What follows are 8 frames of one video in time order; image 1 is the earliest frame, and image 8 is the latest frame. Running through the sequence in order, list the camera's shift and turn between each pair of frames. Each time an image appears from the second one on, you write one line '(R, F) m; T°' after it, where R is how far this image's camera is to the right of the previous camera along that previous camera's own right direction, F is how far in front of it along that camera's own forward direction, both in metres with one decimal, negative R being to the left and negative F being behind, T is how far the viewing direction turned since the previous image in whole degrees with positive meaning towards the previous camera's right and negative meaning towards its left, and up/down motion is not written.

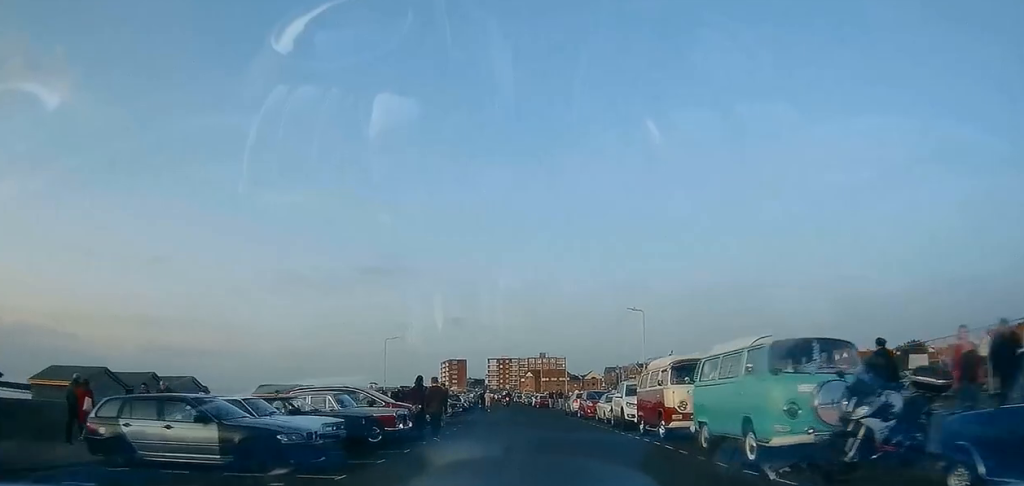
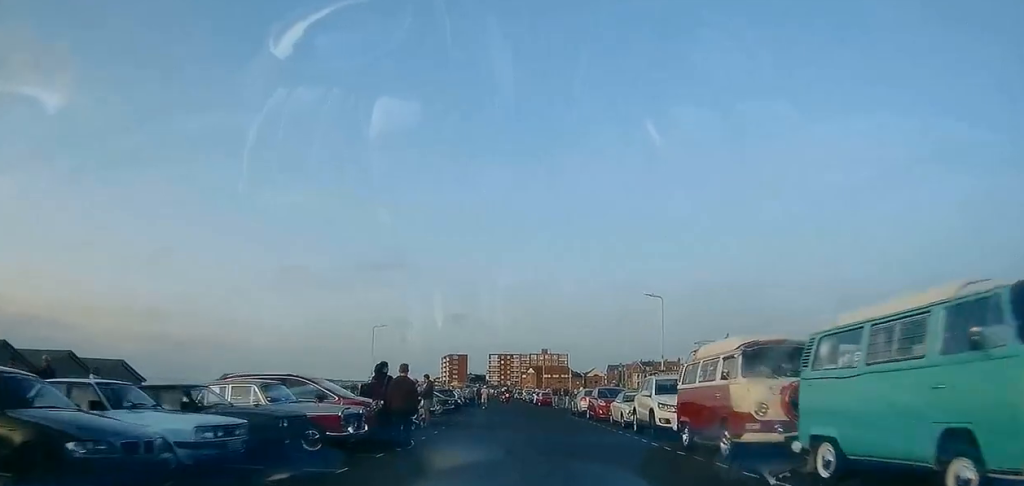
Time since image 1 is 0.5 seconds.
(+0.1, +4.7) m; 0°
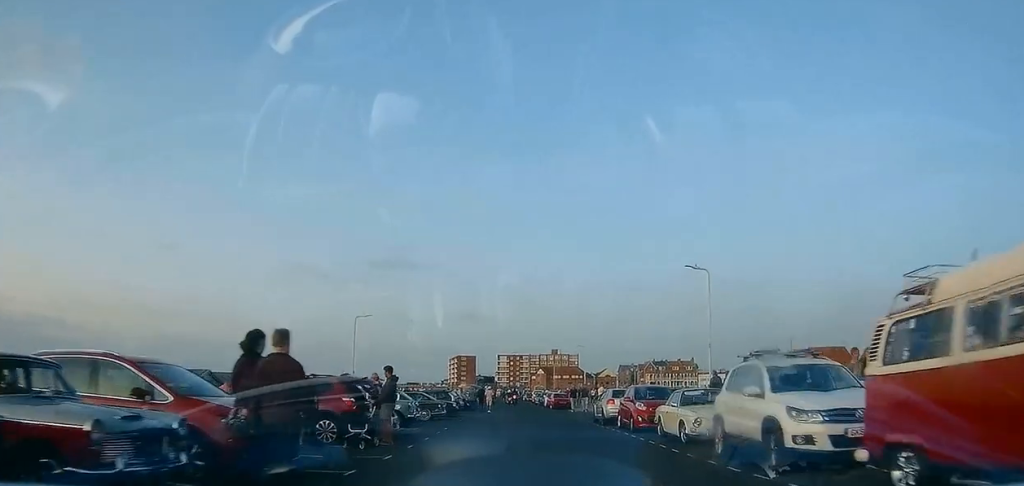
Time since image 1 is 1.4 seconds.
(-0.1, +7.2) m; -1°
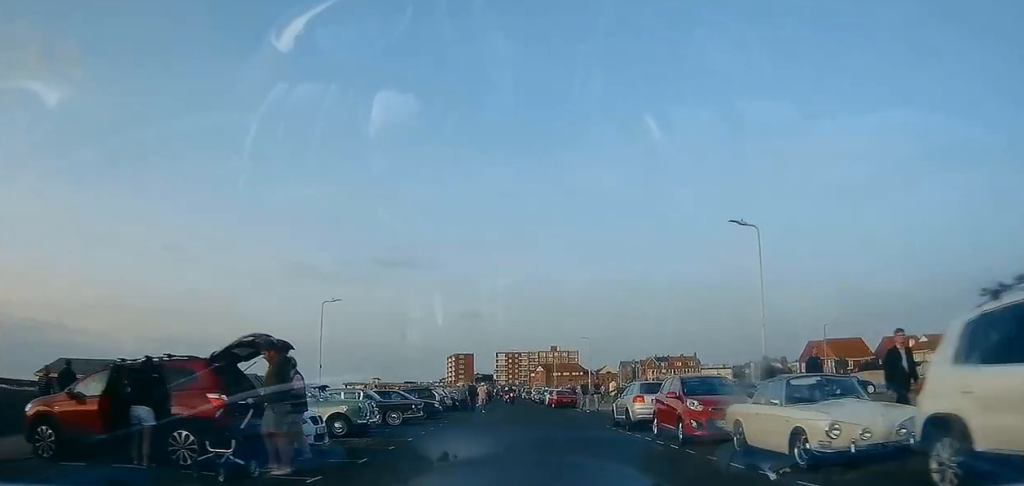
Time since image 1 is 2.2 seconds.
(0.0, +6.3) m; 0°
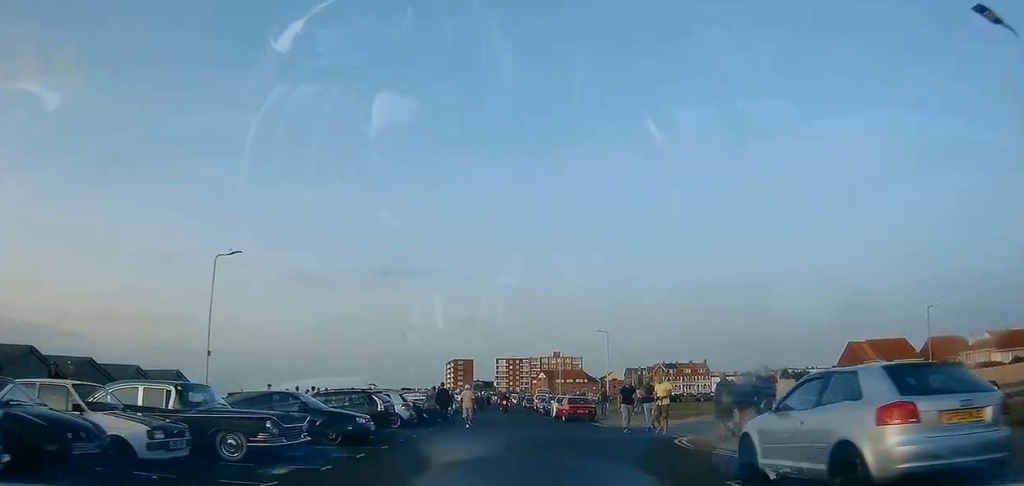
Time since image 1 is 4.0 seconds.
(+0.1, +13.1) m; -1°
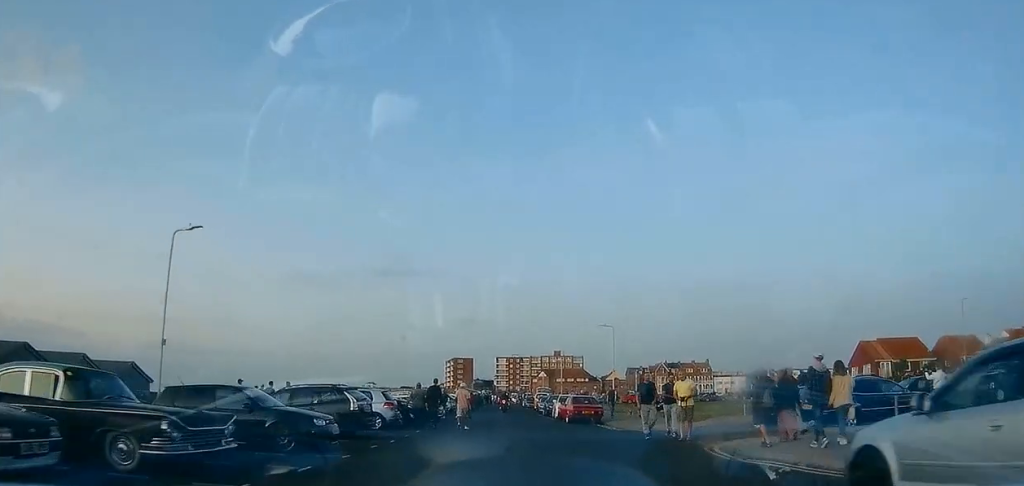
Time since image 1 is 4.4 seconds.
(0.0, +3.1) m; -1°
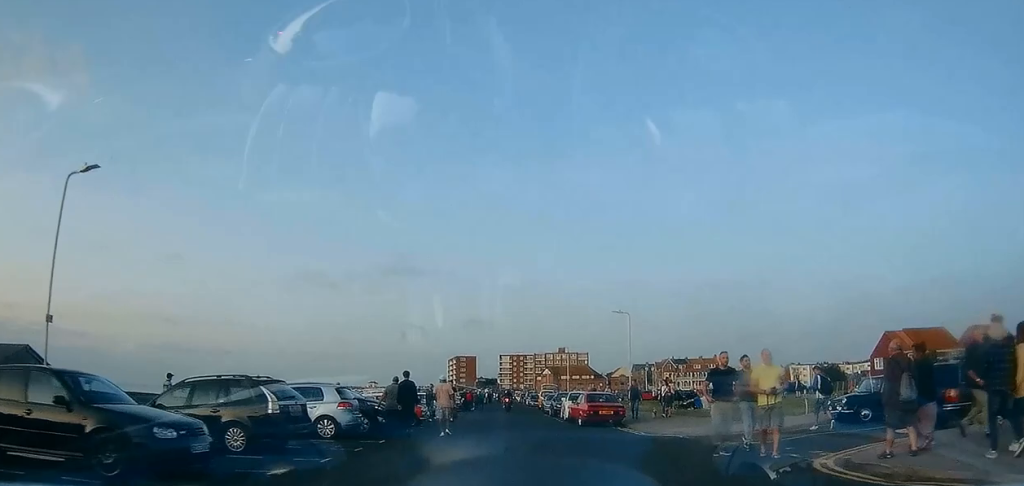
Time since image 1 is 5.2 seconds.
(-0.1, +5.7) m; 0°
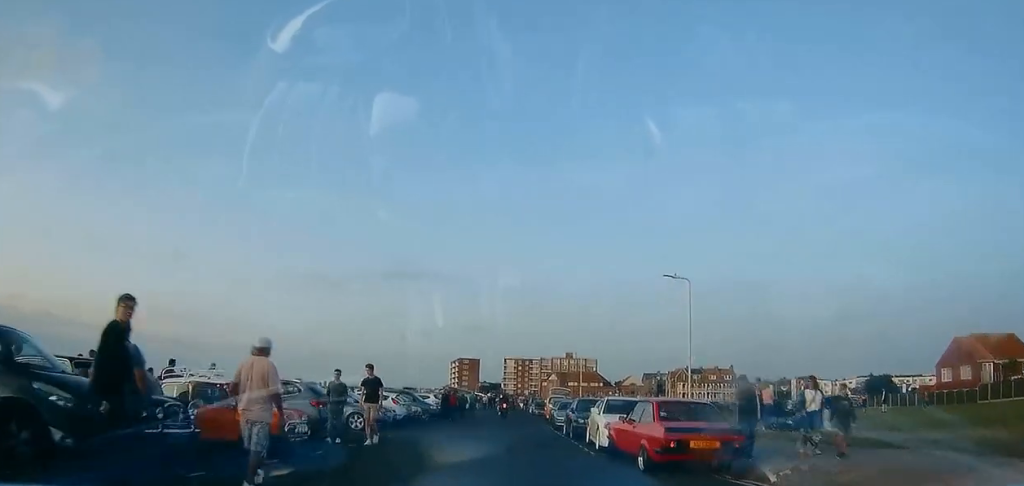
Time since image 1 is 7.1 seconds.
(0.0, +13.8) m; 0°
